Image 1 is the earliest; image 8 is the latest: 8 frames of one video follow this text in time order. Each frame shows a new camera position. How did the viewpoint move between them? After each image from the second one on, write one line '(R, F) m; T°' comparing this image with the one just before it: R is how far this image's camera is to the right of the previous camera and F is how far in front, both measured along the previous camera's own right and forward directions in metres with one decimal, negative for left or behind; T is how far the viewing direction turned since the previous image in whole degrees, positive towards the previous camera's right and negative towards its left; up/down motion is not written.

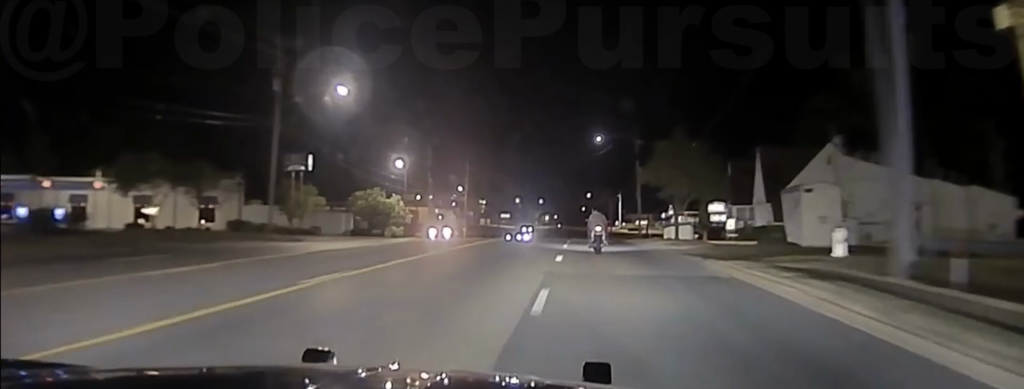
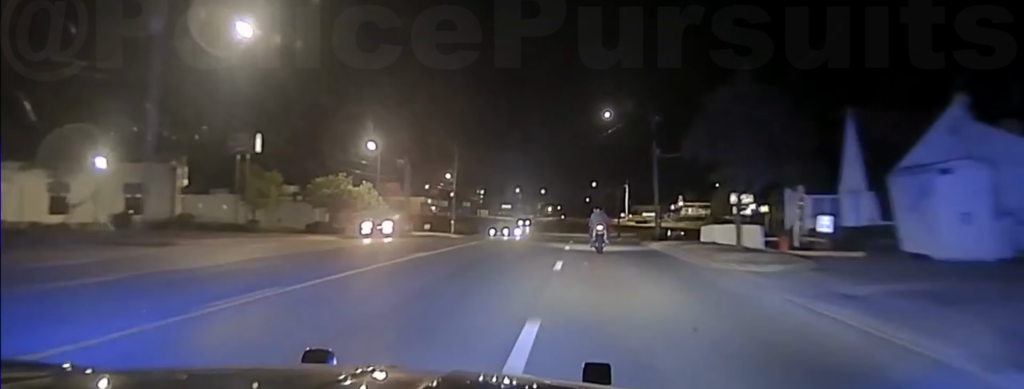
(+0.2, +17.3) m; 0°
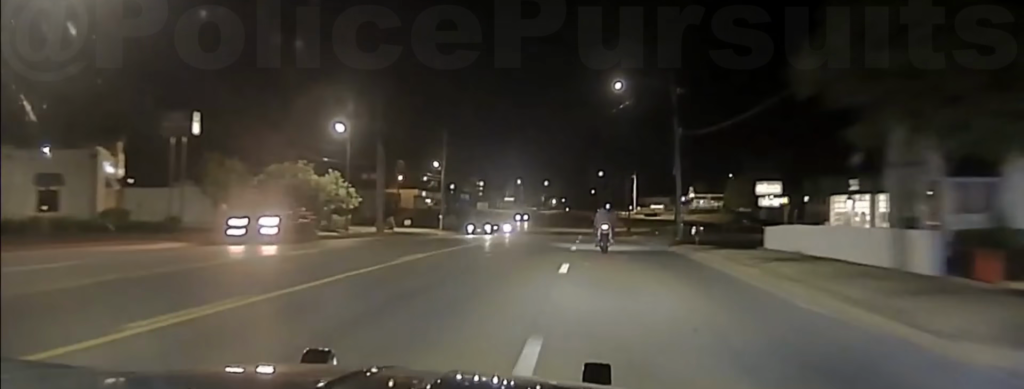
(-0.1, +13.7) m; 0°
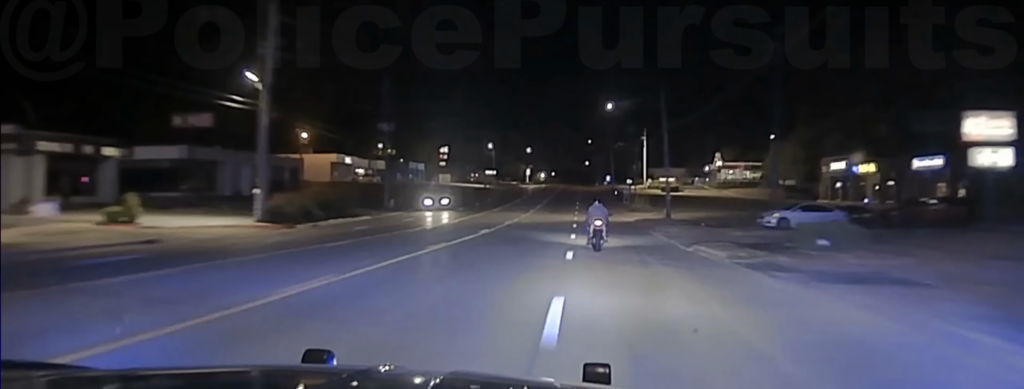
(+0.3, +52.0) m; +1°
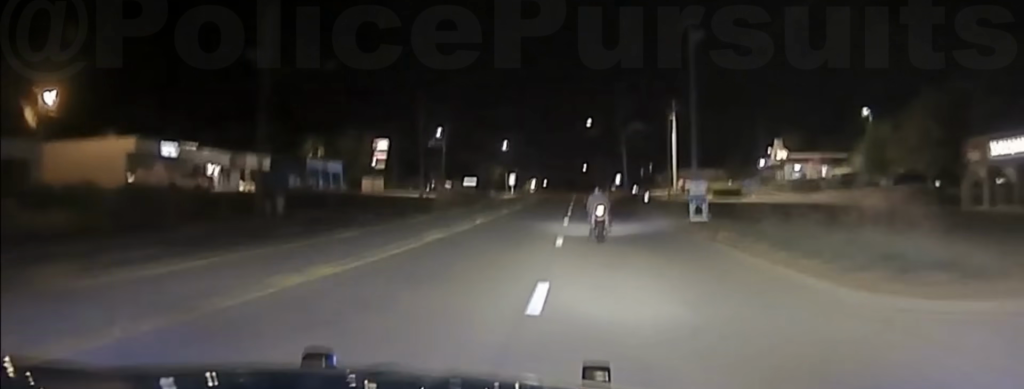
(+0.1, +54.0) m; 0°
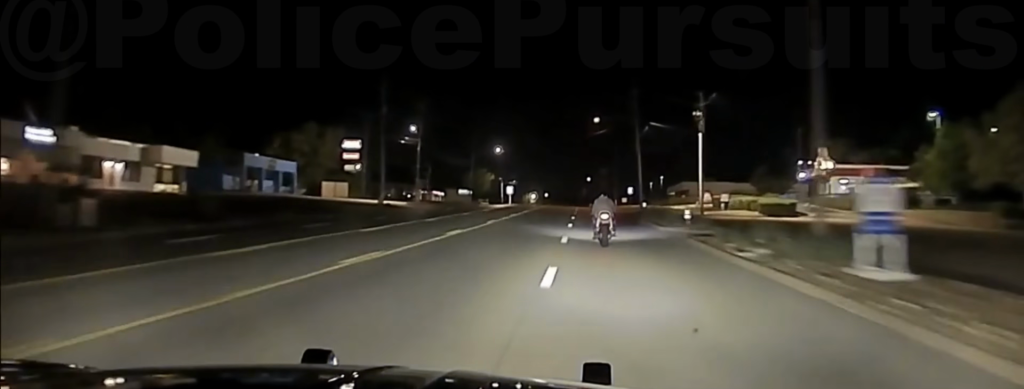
(0.0, +22.5) m; 0°
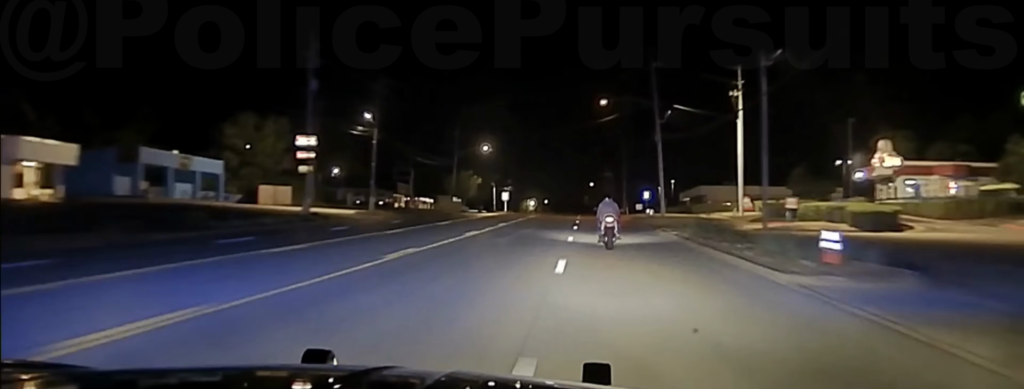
(0.0, +21.0) m; 0°
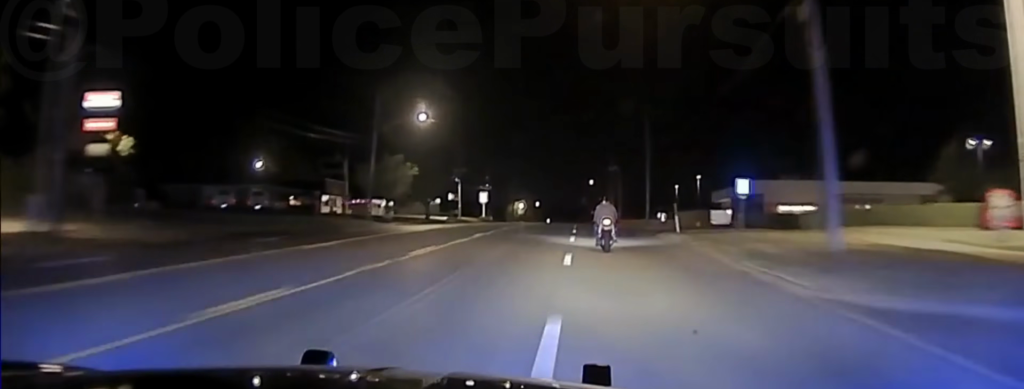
(-0.1, +50.5) m; 0°
